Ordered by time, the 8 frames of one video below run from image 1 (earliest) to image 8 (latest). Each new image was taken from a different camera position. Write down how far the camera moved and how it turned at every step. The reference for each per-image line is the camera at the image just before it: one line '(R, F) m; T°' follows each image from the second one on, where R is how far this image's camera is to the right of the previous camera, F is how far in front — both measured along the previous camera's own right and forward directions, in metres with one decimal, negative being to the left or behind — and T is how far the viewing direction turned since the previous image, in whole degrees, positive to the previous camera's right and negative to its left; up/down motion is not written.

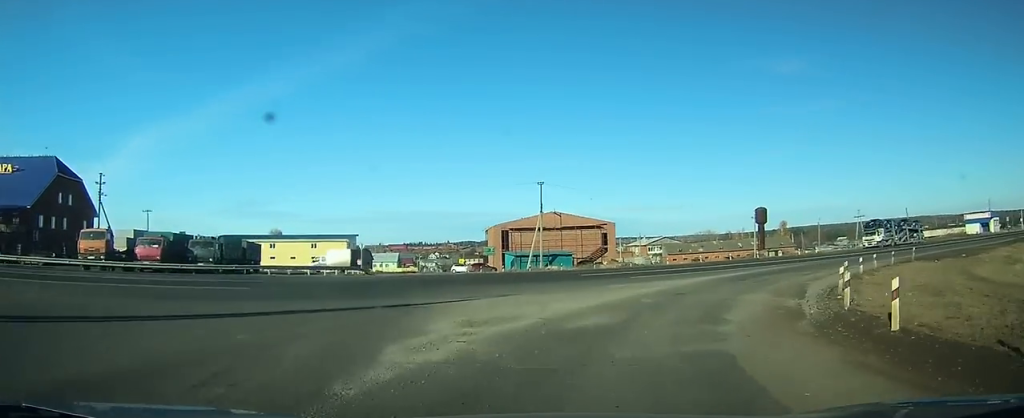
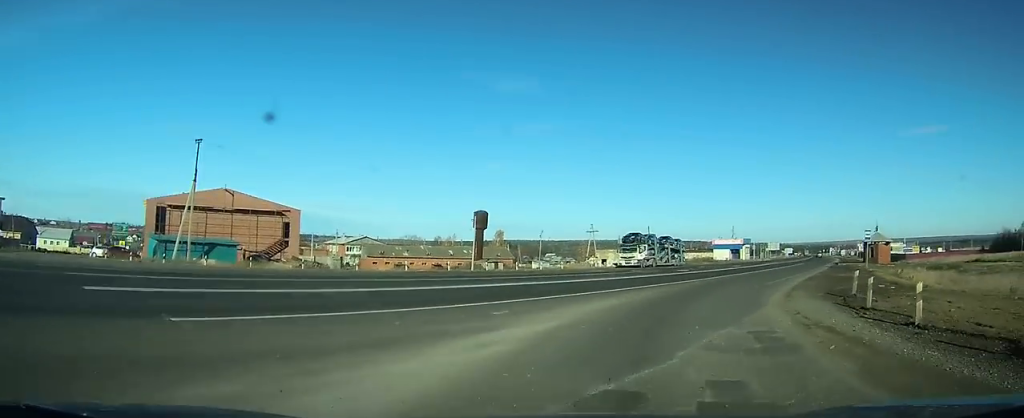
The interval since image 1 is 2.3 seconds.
(+1.4, +24.9) m; +16°
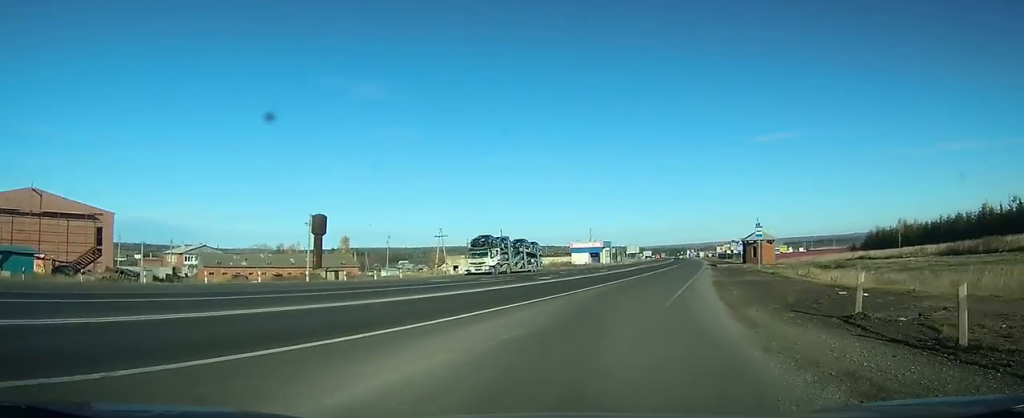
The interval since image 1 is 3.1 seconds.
(+0.6, +8.9) m; +10°
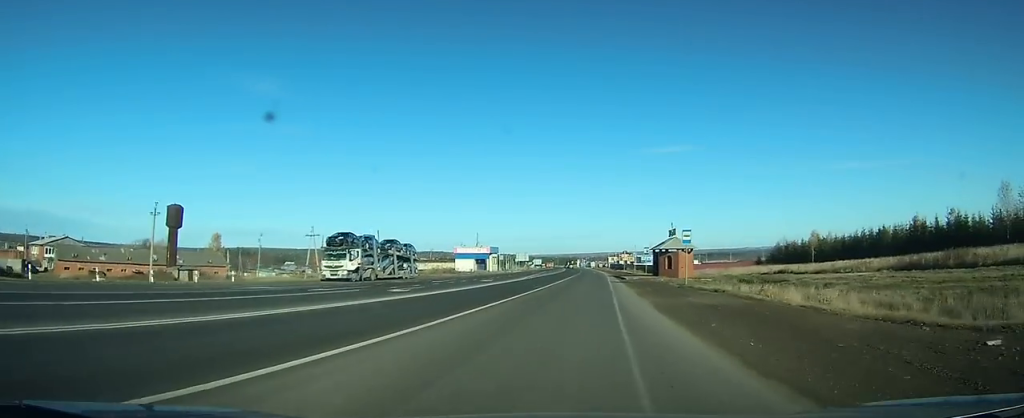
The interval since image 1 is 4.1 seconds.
(+1.6, +10.5) m; +13°
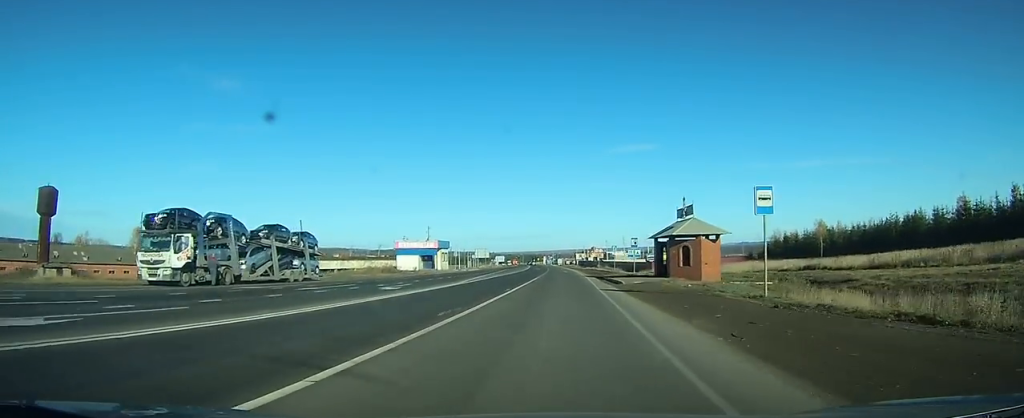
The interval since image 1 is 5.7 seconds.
(+3.2, +17.2) m; +14°
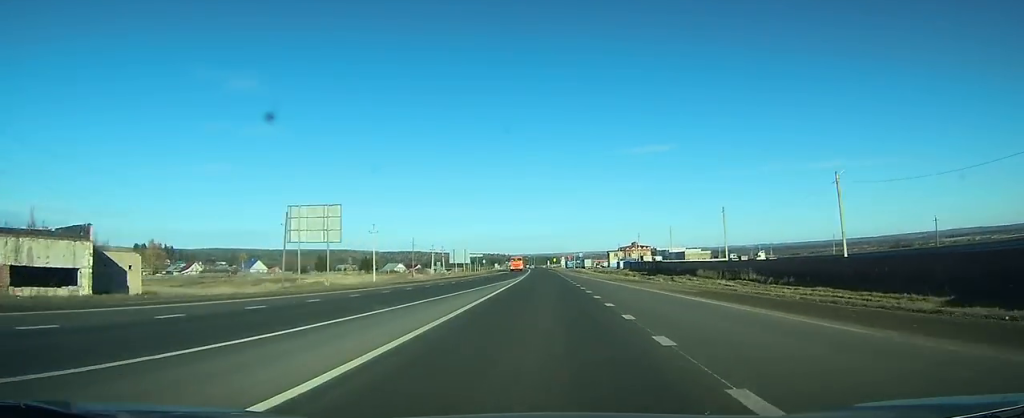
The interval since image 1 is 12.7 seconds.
(+12.9, +114.0) m; +4°
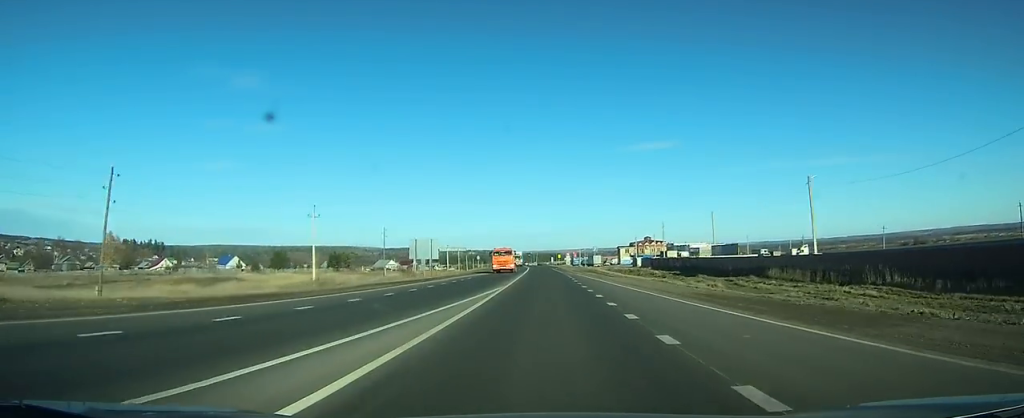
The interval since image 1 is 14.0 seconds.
(-0.3, +26.8) m; 0°
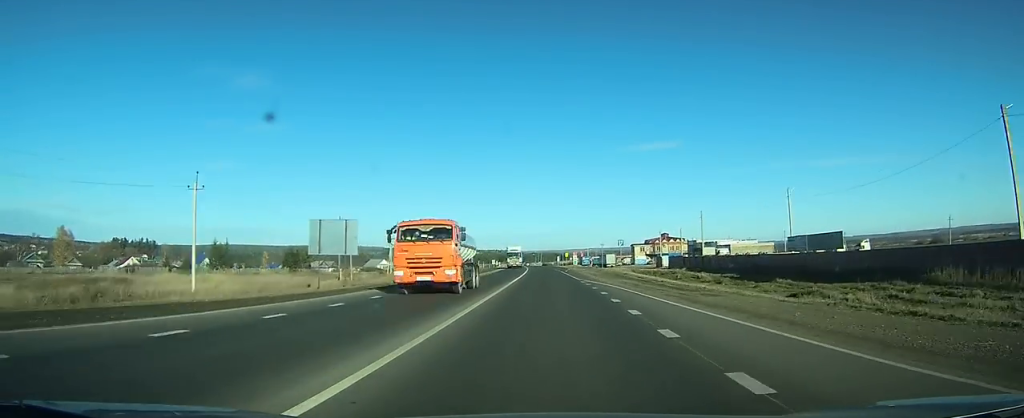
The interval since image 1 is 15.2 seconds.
(-0.1, +26.1) m; 0°
